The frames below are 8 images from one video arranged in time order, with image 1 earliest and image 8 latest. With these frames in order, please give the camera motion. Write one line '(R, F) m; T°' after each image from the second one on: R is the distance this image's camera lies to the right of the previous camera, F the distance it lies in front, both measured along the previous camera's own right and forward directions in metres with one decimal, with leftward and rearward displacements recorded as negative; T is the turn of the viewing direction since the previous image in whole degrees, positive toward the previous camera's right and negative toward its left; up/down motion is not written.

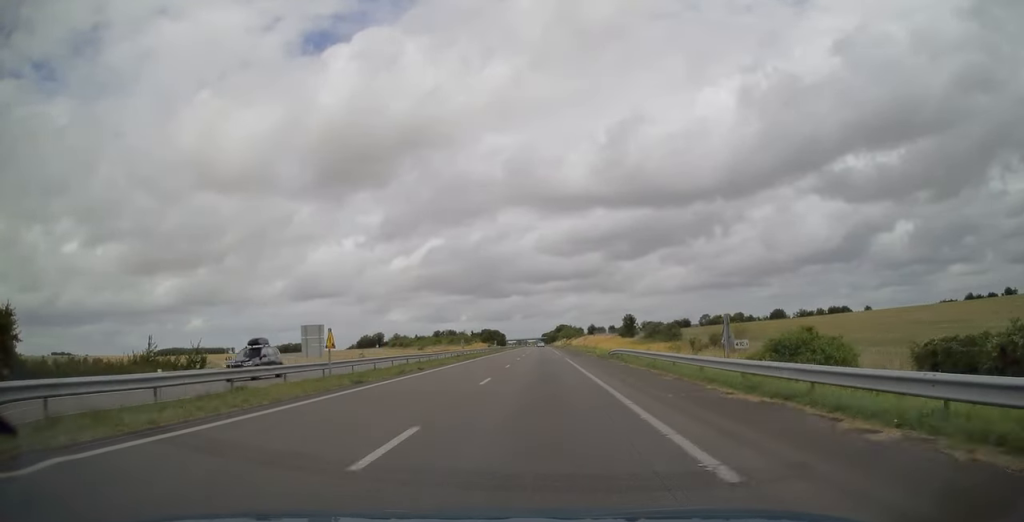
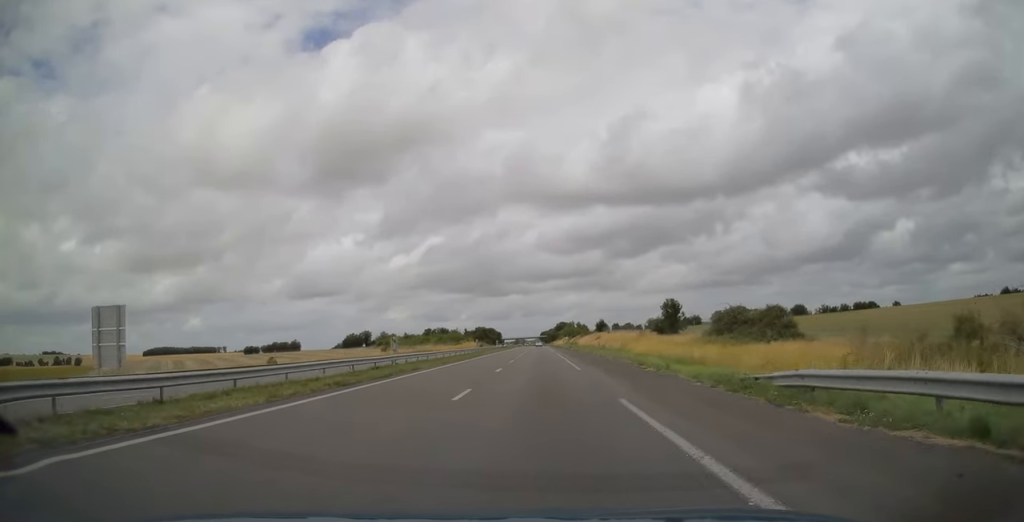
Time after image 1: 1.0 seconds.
(0.0, +31.8) m; 0°
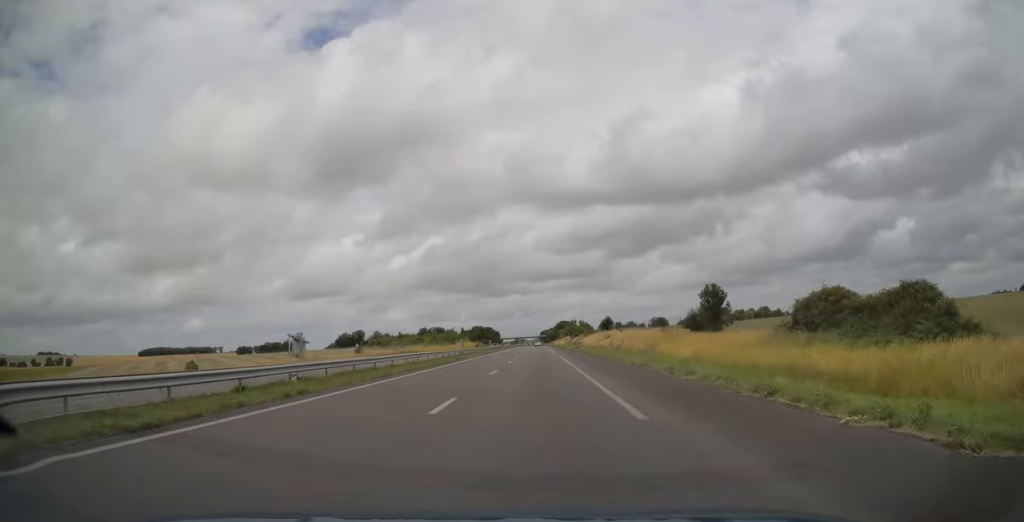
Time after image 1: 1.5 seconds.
(-0.1, +15.6) m; 0°
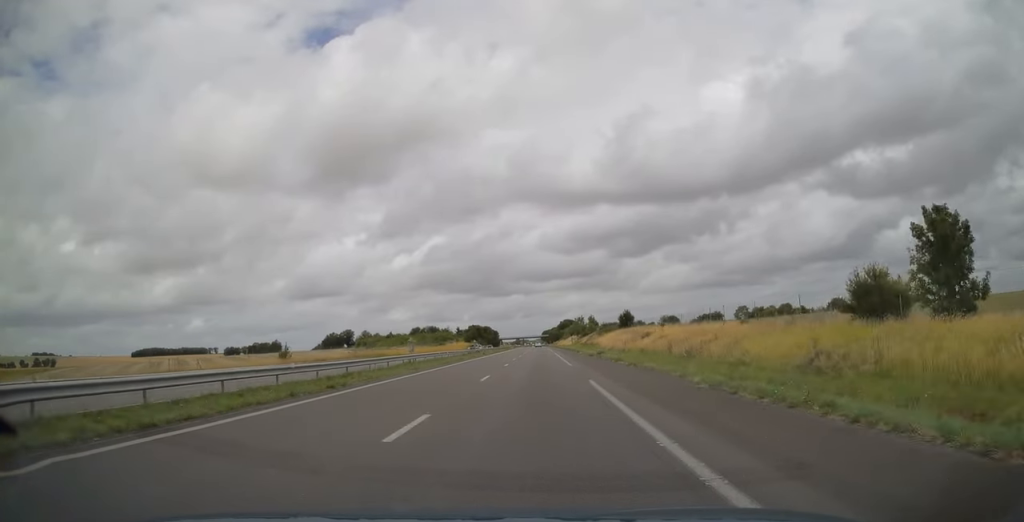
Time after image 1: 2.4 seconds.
(0.0, +28.9) m; 0°
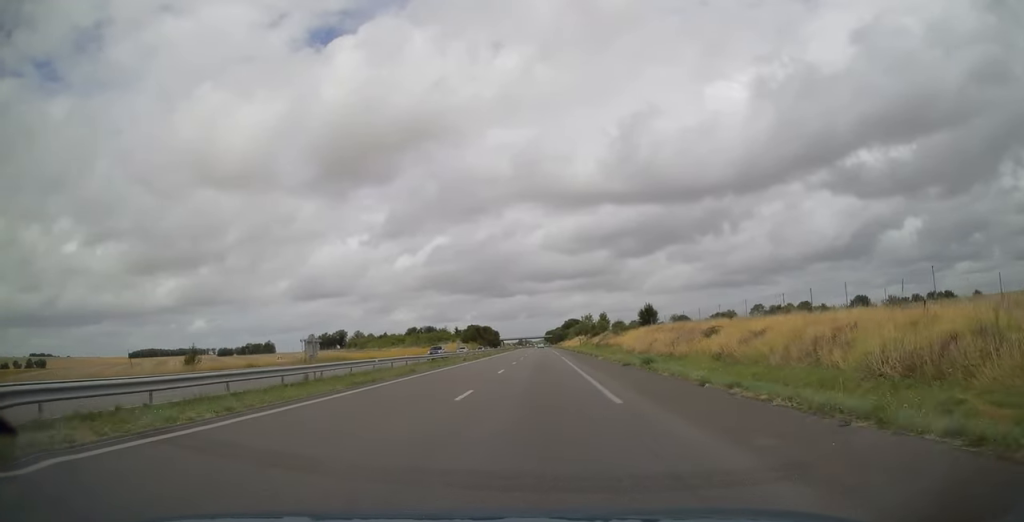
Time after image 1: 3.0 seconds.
(0.0, +19.8) m; 0°
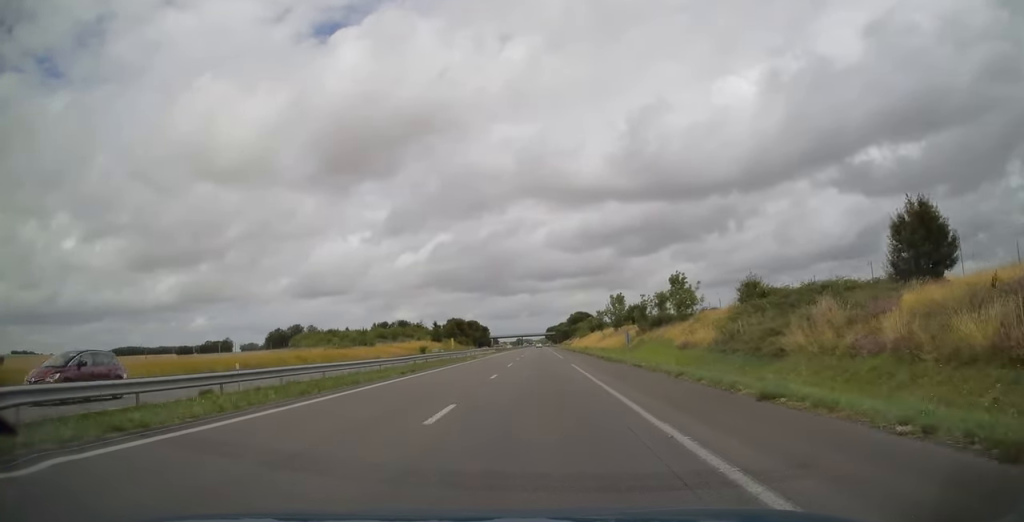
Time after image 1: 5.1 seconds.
(-0.1, +68.6) m; 0°
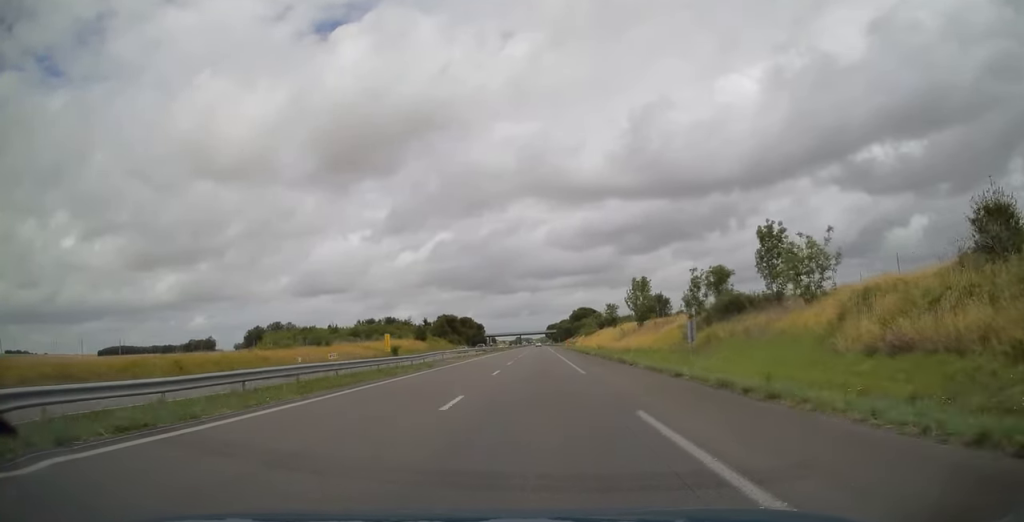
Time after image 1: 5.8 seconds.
(0.0, +23.6) m; 0°
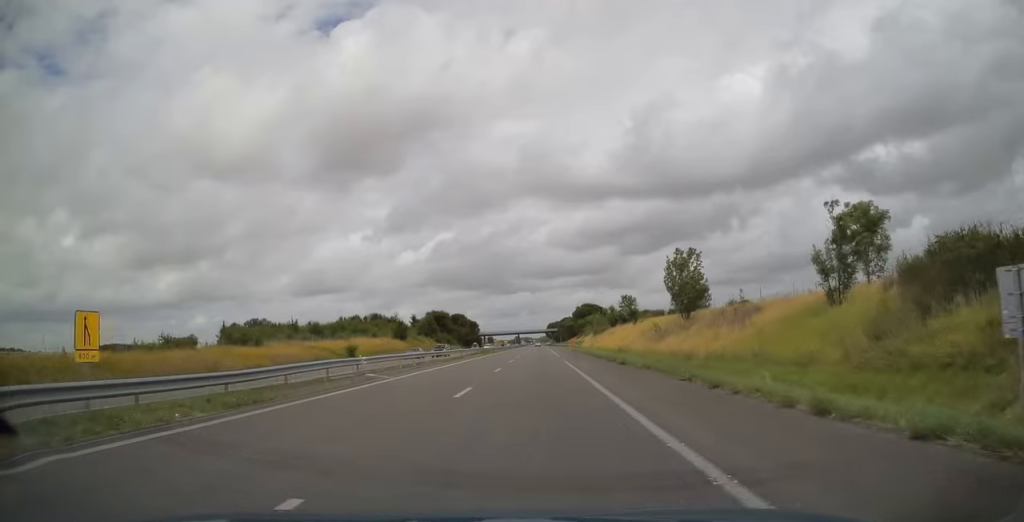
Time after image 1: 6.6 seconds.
(0.0, +23.0) m; 0°
